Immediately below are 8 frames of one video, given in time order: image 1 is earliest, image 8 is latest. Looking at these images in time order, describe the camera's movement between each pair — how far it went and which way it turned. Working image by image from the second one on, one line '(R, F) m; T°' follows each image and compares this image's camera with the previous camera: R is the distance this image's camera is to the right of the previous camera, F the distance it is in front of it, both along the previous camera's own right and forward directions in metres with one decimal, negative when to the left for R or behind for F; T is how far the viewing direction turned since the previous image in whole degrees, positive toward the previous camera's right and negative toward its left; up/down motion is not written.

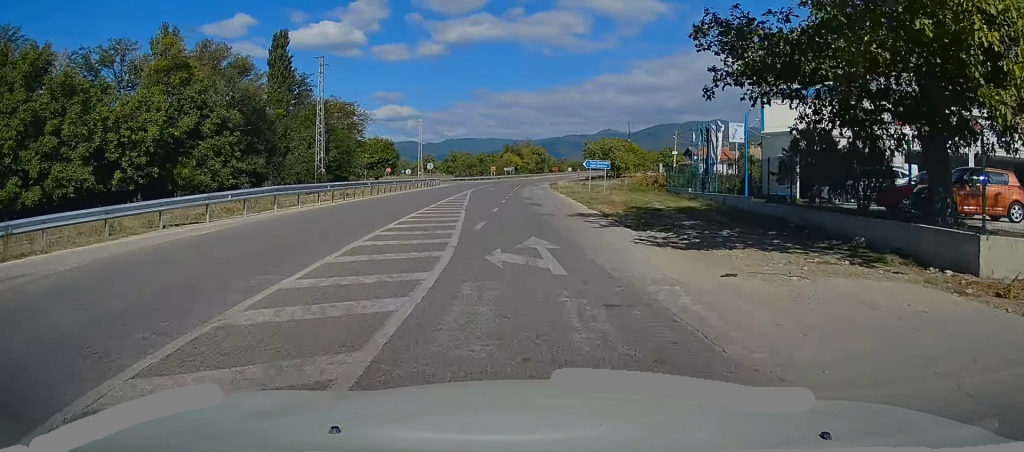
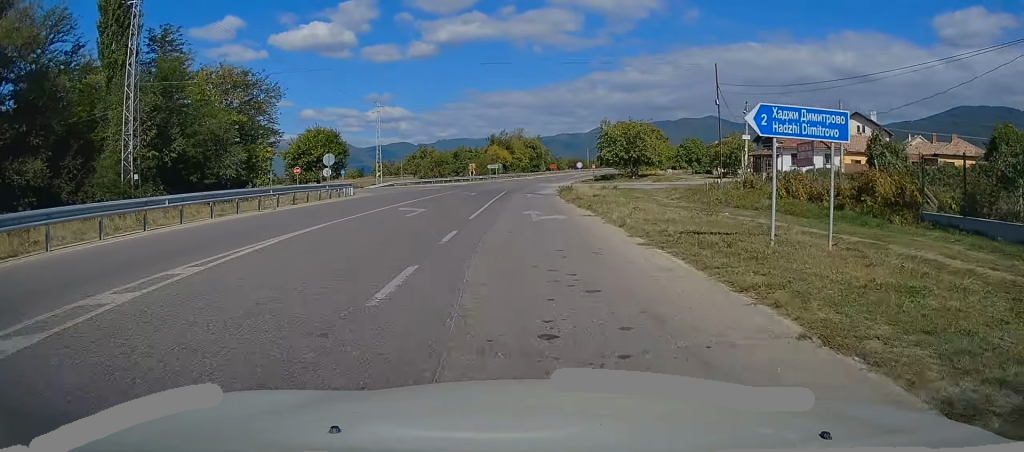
(+0.5, +35.1) m; 0°
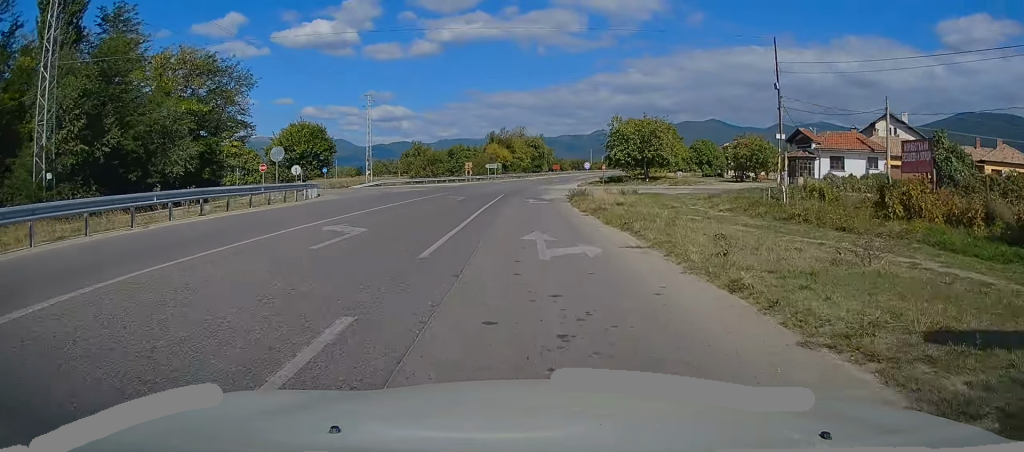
(0.0, +8.3) m; -1°
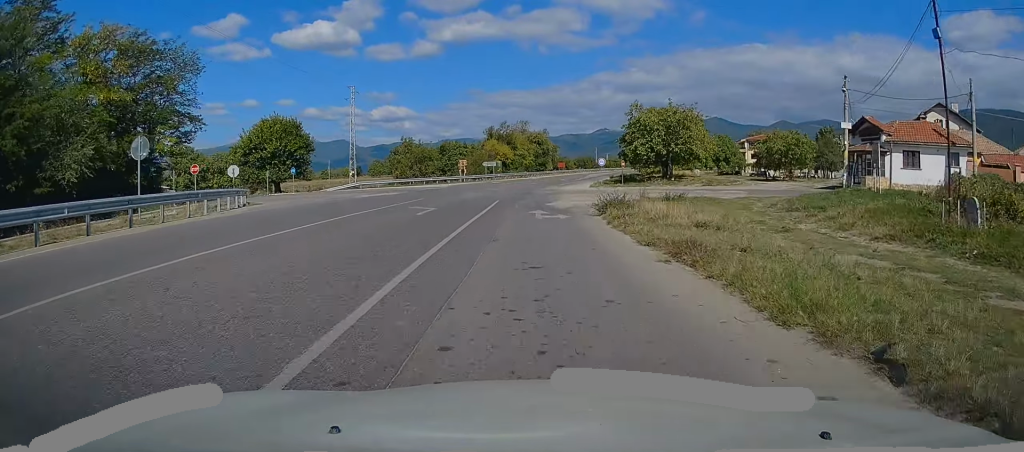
(-0.3, +11.5) m; 0°
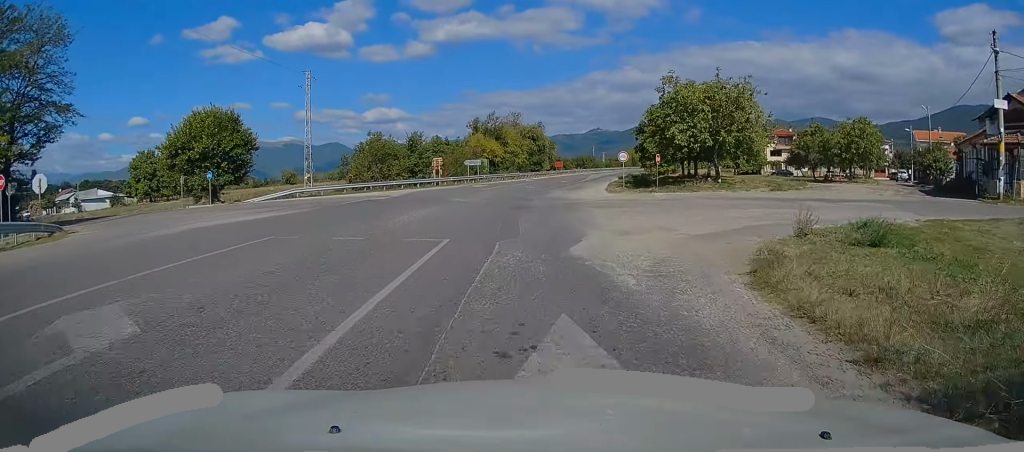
(+0.3, +17.1) m; +1°
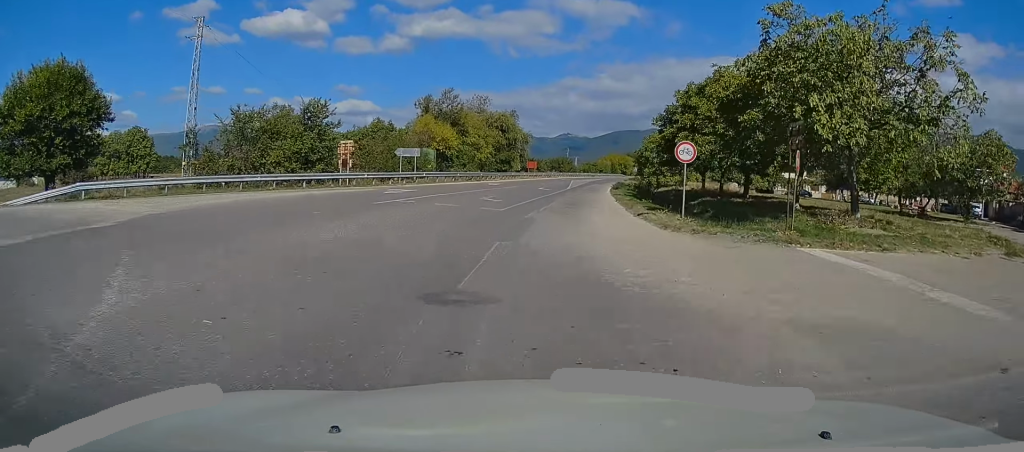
(+0.4, +23.1) m; +4°
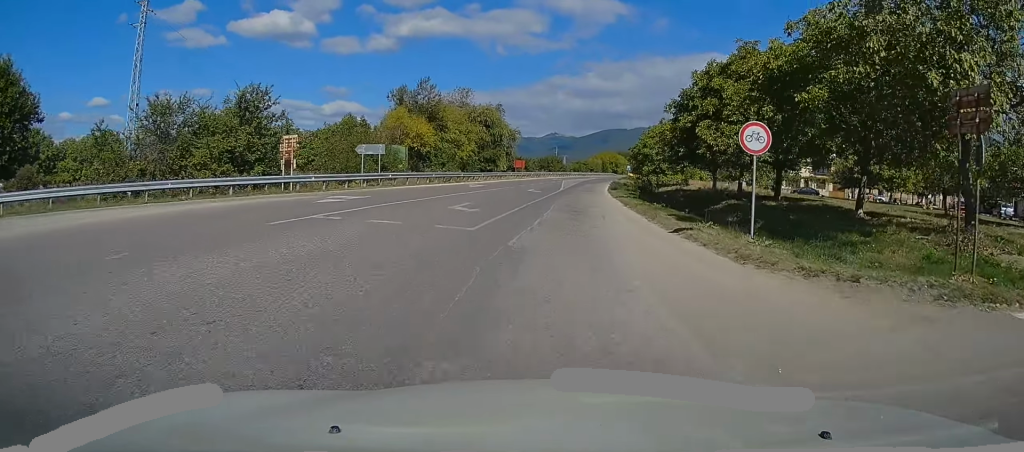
(+0.1, +7.5) m; +2°
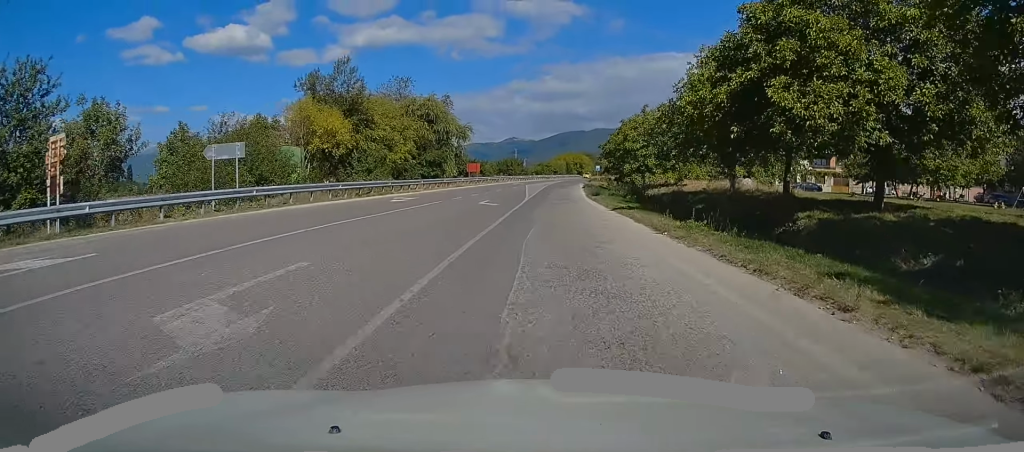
(+0.5, +14.5) m; +2°
